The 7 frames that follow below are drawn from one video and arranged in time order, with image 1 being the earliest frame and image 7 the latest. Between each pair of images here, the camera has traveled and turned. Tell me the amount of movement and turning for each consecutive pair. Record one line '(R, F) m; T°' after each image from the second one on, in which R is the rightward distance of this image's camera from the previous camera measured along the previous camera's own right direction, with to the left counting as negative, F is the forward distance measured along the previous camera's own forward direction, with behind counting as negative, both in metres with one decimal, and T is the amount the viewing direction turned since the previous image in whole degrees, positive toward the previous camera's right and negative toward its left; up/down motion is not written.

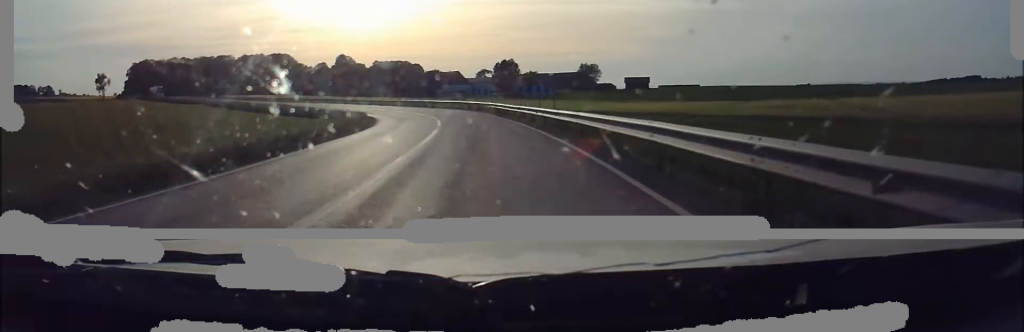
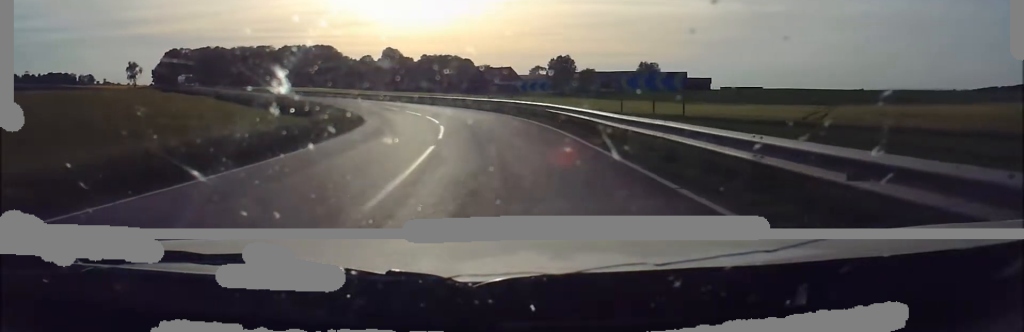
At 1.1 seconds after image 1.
(-0.6, +24.4) m; -4°
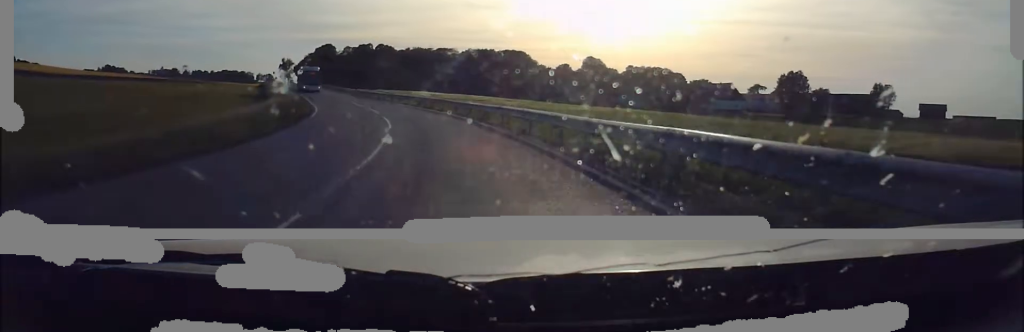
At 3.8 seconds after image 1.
(-5.6, +64.3) m; -15°
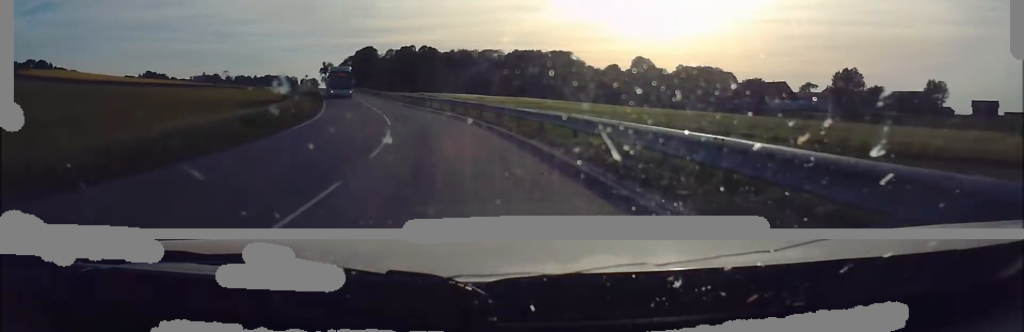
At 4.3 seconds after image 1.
(-0.5, +11.4) m; -5°
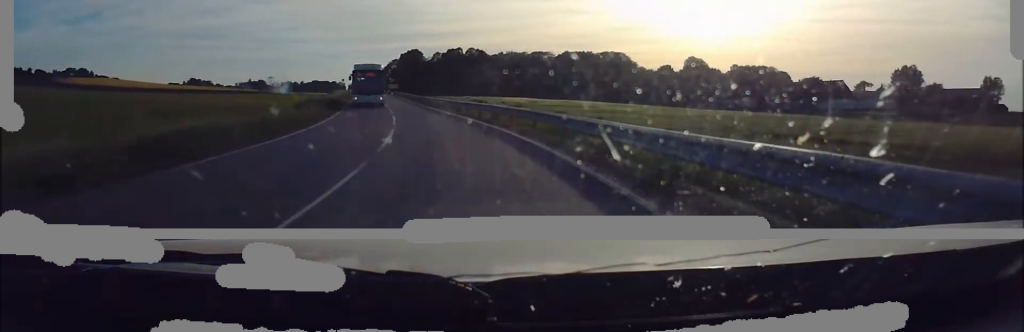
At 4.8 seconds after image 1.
(-0.7, +13.1) m; -4°
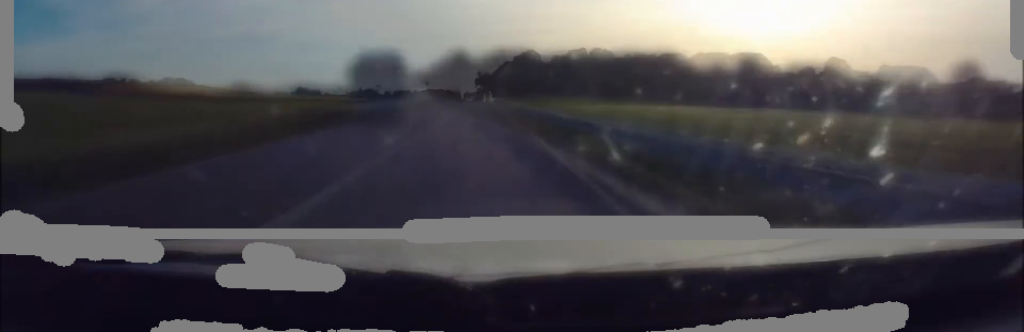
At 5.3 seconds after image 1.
(-0.8, +14.7) m; -2°
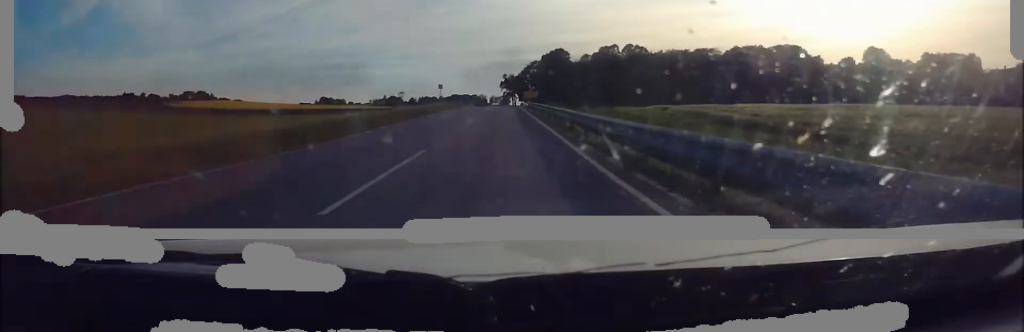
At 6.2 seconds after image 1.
(-0.3, +23.6) m; -2°
